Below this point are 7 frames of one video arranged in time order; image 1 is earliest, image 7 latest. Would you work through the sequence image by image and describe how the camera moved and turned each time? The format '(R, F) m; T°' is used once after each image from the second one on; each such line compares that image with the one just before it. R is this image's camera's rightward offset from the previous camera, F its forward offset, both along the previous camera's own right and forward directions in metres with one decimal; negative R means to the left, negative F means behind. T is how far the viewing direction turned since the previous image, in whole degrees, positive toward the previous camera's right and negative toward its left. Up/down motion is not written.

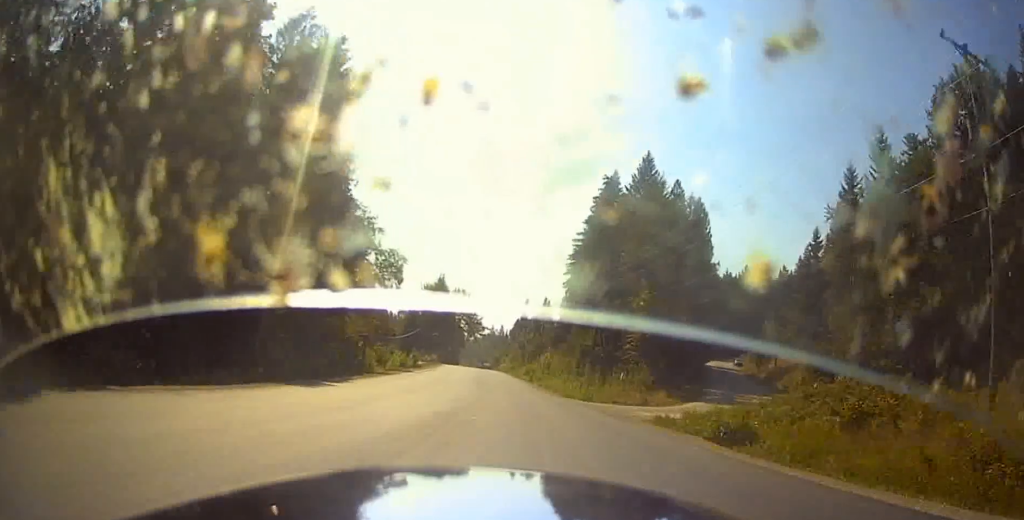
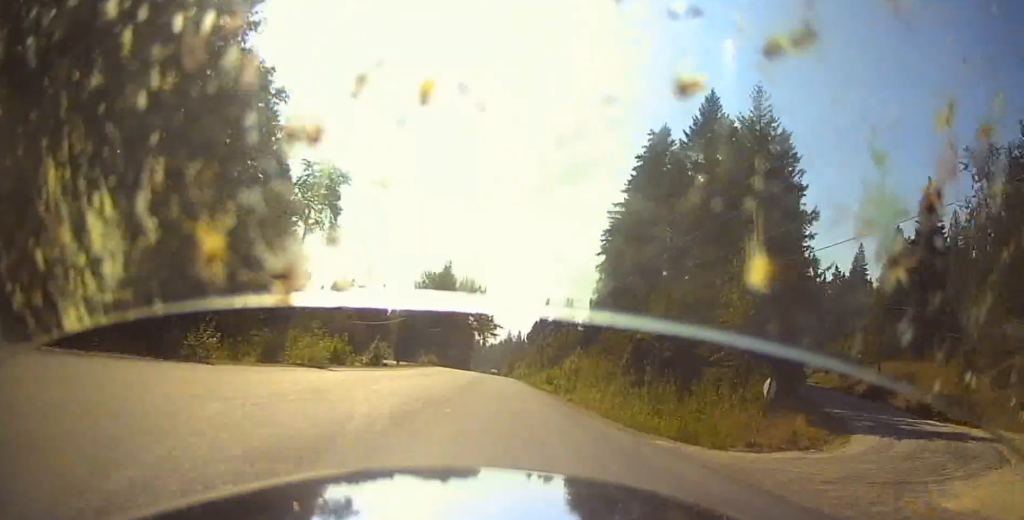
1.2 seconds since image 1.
(-0.4, +24.4) m; -4°
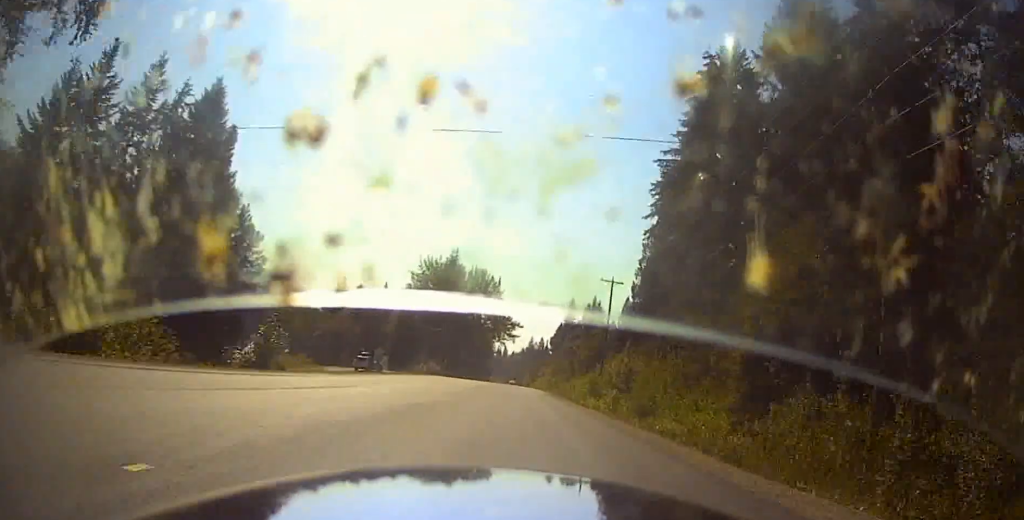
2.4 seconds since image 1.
(-1.2, +23.9) m; -4°
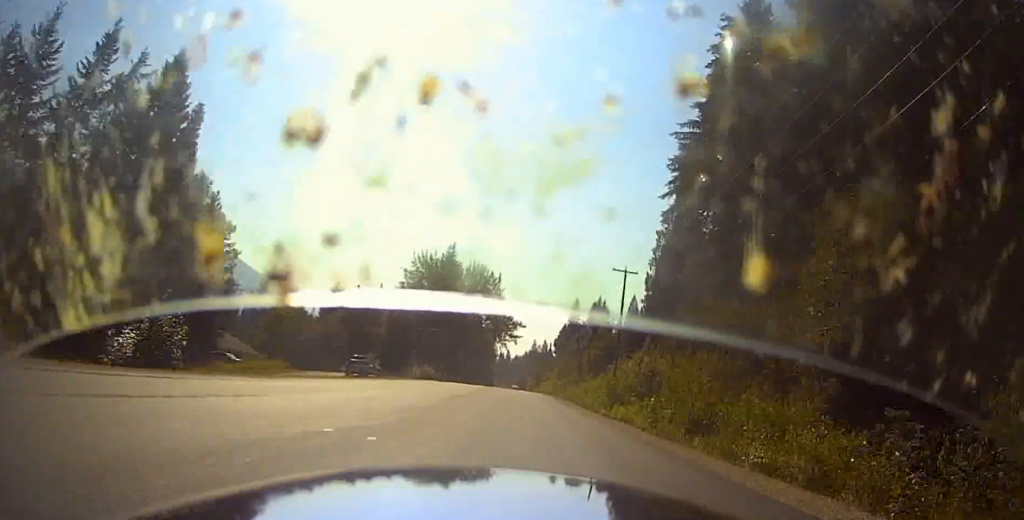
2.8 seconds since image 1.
(-0.1, +8.2) m; -1°
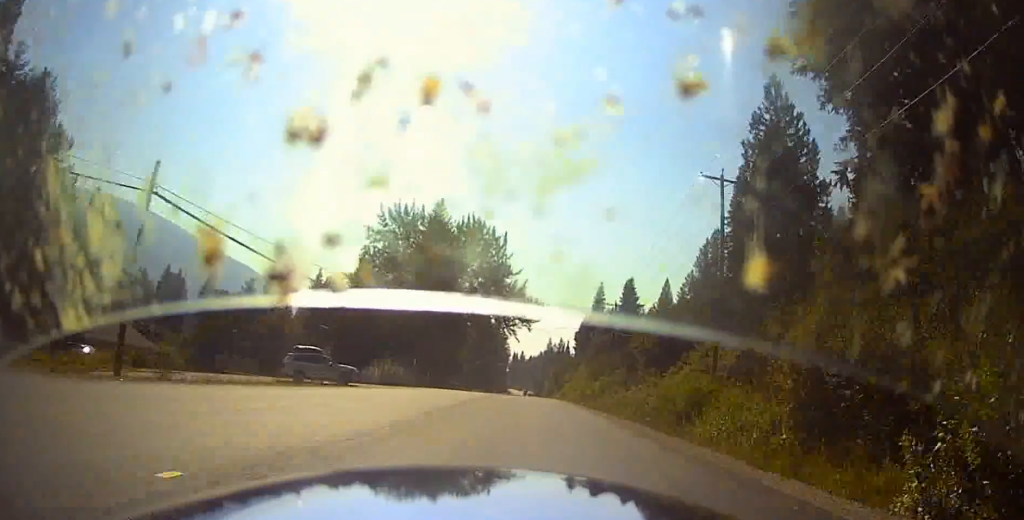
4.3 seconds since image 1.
(-1.3, +30.6) m; +1°
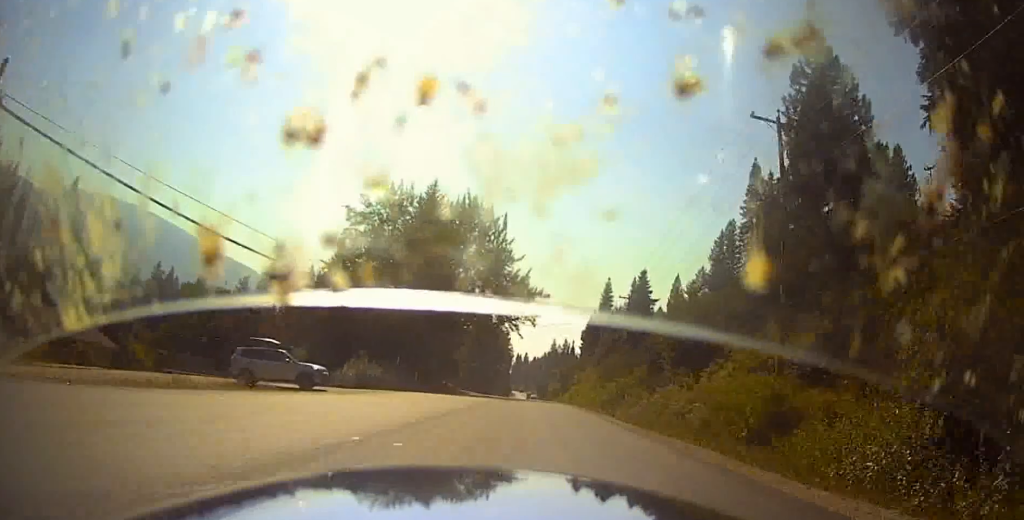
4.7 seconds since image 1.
(+0.6, +9.1) m; +1°
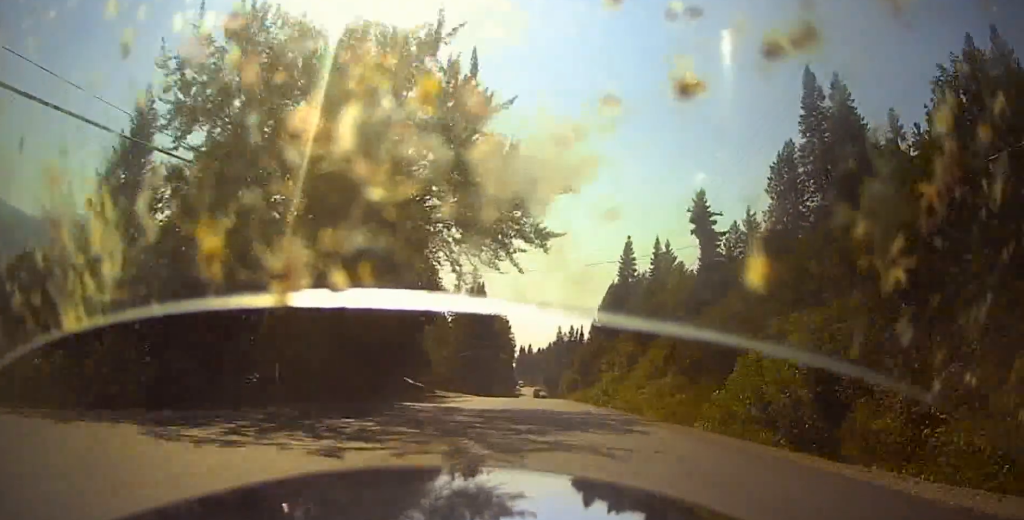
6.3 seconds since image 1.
(+0.7, +34.4) m; -2°
